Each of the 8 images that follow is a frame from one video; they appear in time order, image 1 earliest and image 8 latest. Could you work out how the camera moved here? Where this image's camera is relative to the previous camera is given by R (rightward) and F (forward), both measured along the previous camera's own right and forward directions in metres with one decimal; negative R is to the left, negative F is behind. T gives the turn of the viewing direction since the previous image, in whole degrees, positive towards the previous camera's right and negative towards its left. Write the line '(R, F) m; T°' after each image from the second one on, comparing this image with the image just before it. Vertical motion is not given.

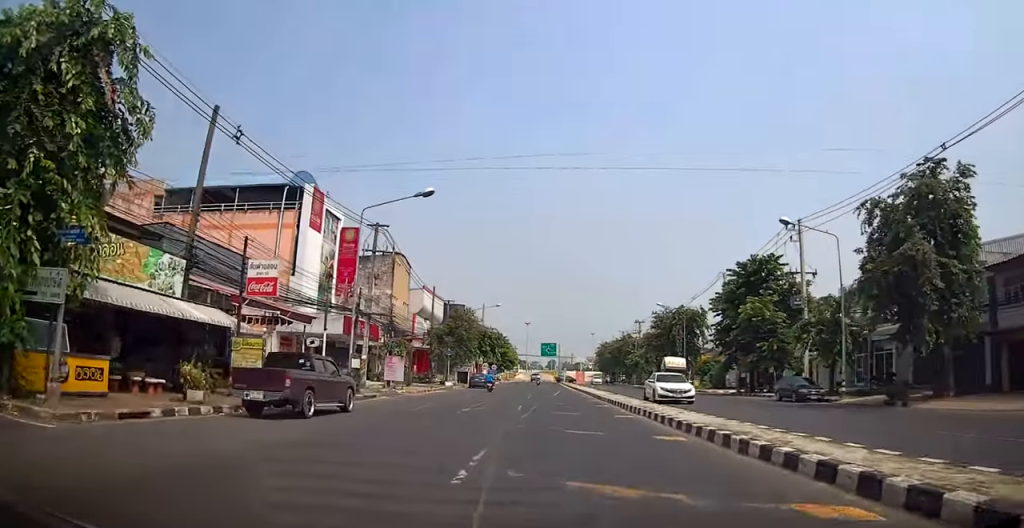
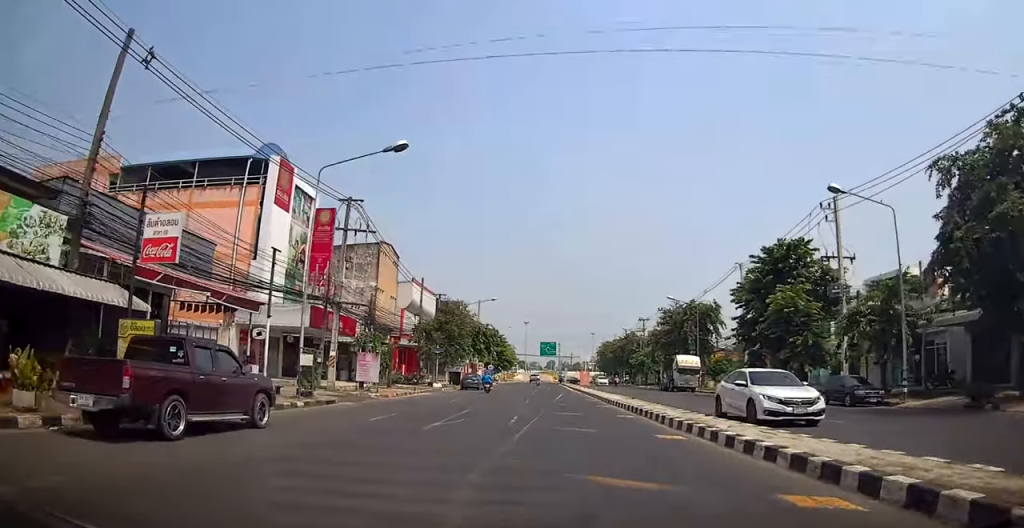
(+0.2, +5.8) m; +1°
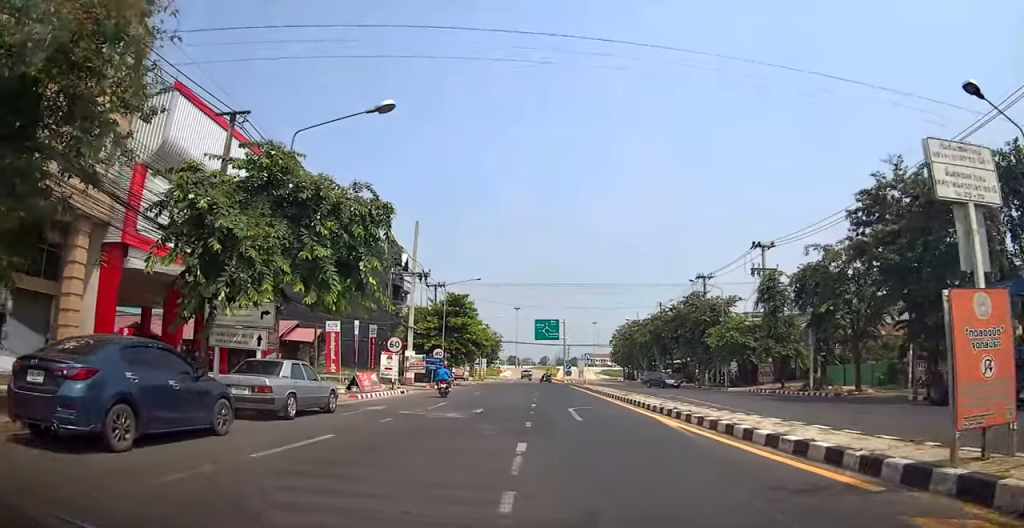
(+1.1, +46.3) m; +1°
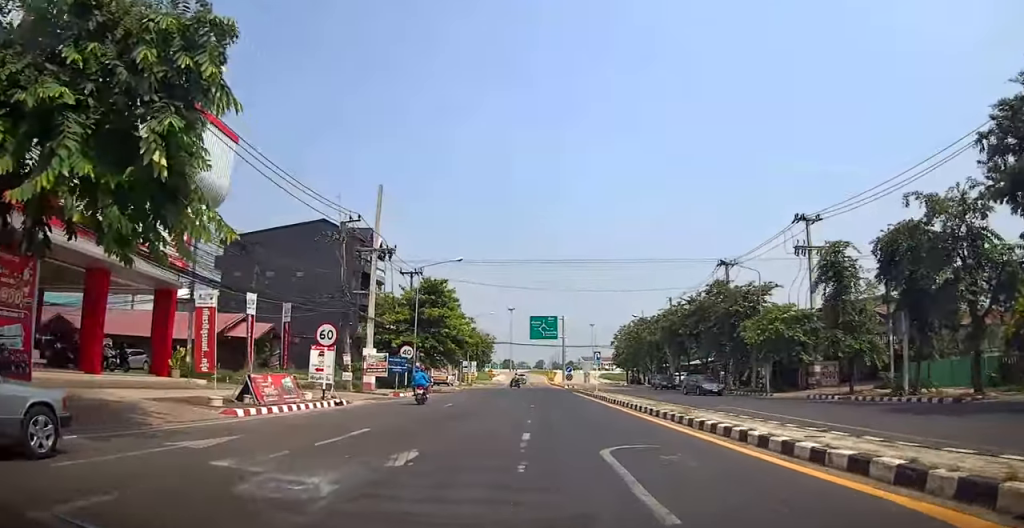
(-0.6, +10.5) m; -4°
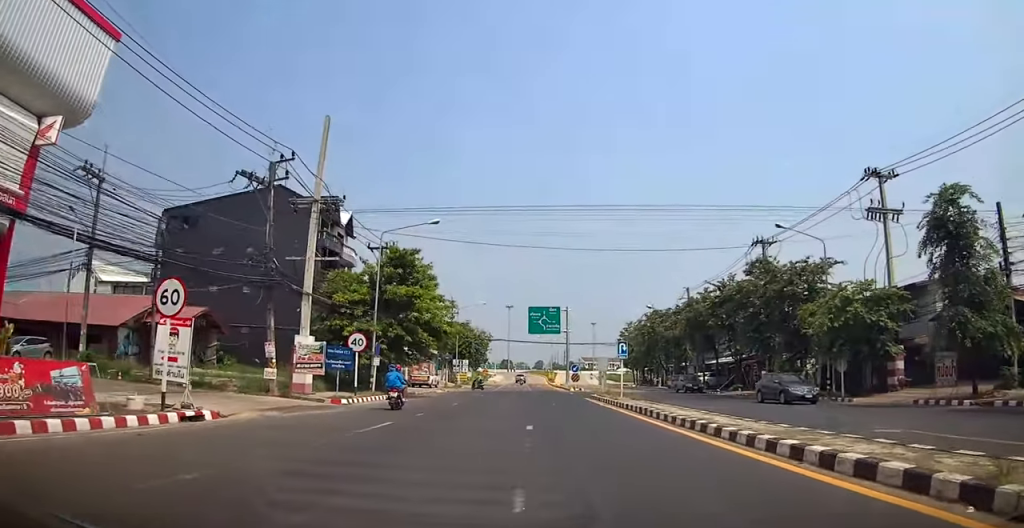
(-0.4, +10.6) m; 0°
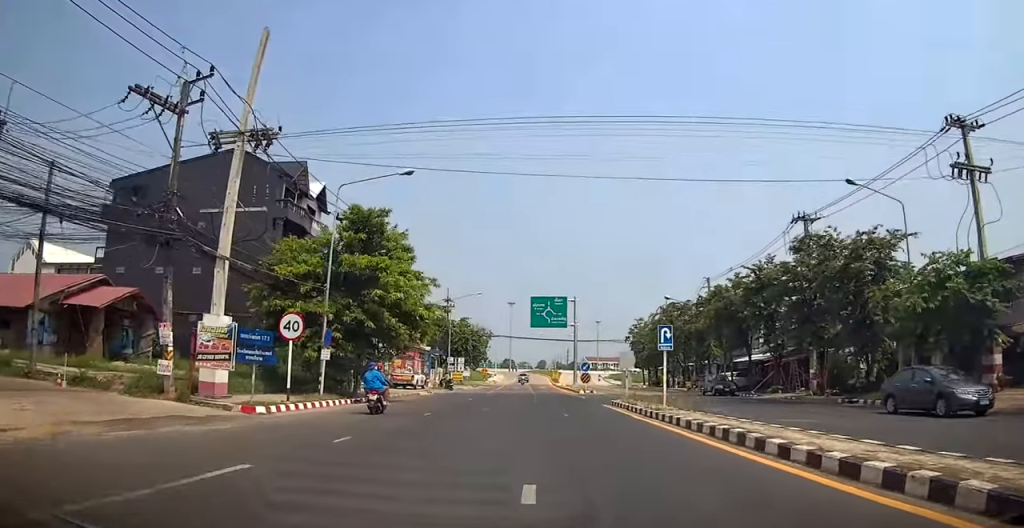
(-0.1, +7.8) m; +1°
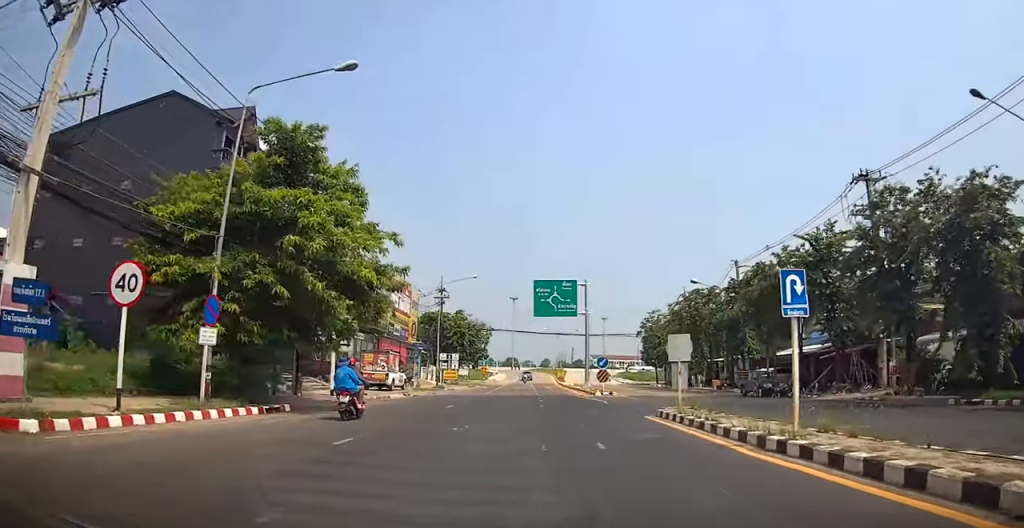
(+0.5, +8.5) m; +2°
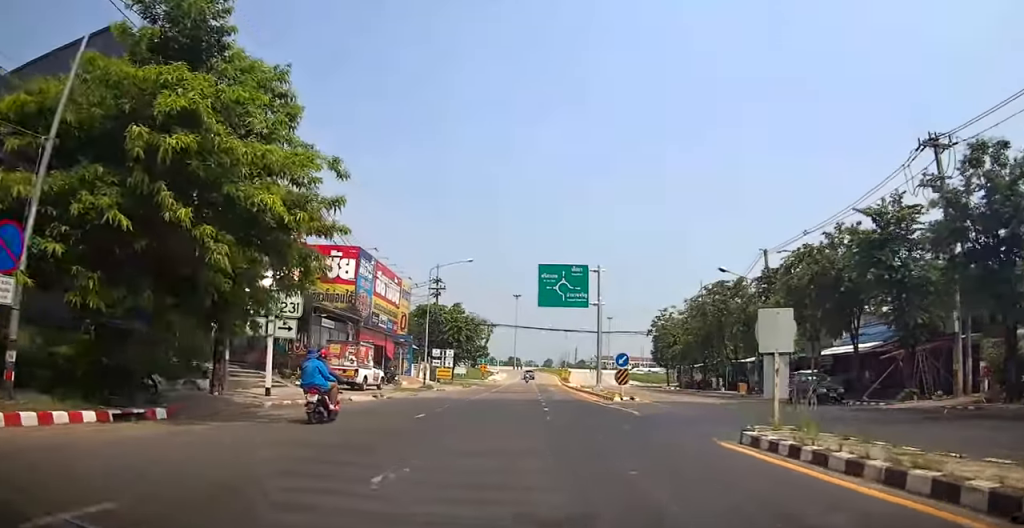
(0.0, +6.5) m; 0°
